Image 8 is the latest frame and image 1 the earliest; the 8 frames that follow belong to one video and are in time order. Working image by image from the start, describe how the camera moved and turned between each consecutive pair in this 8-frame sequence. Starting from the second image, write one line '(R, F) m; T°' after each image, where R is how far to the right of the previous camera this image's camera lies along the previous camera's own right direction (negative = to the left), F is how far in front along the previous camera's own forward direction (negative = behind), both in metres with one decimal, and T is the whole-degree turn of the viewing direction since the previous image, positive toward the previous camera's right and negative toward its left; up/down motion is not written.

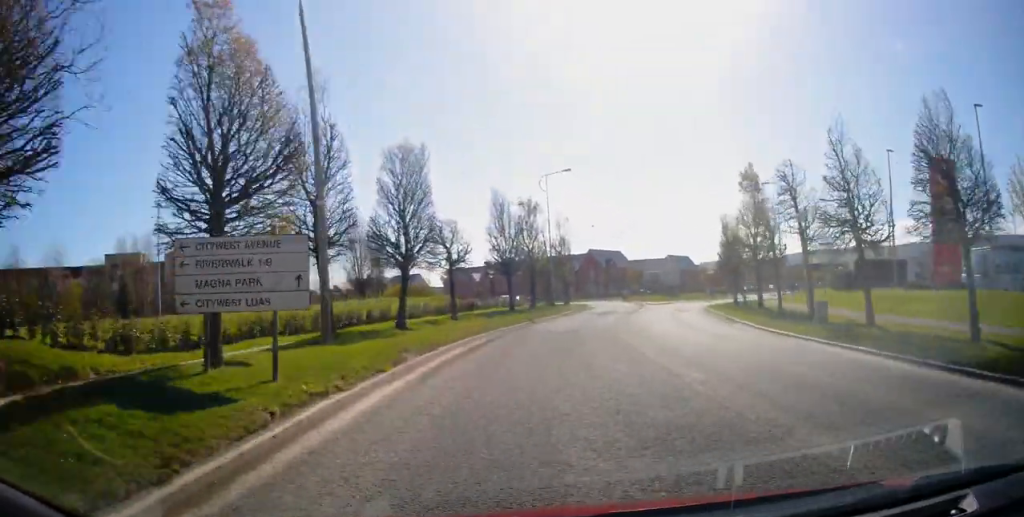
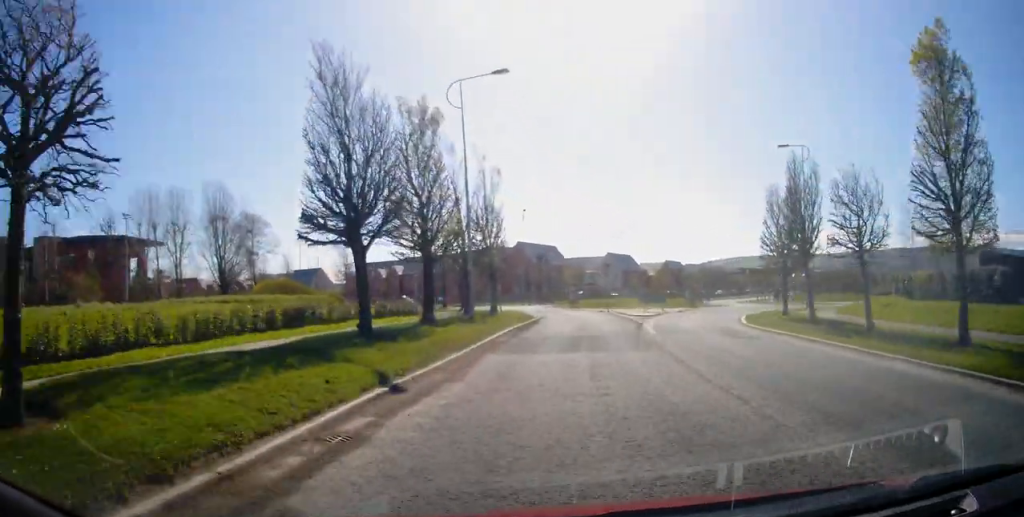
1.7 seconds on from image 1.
(+1.6, +19.7) m; +9°
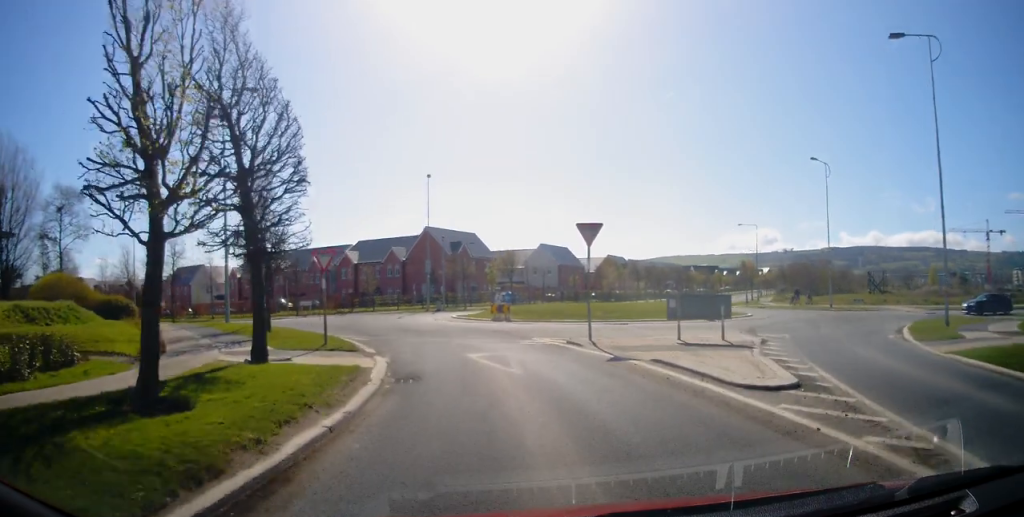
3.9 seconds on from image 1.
(+1.8, +21.7) m; +4°
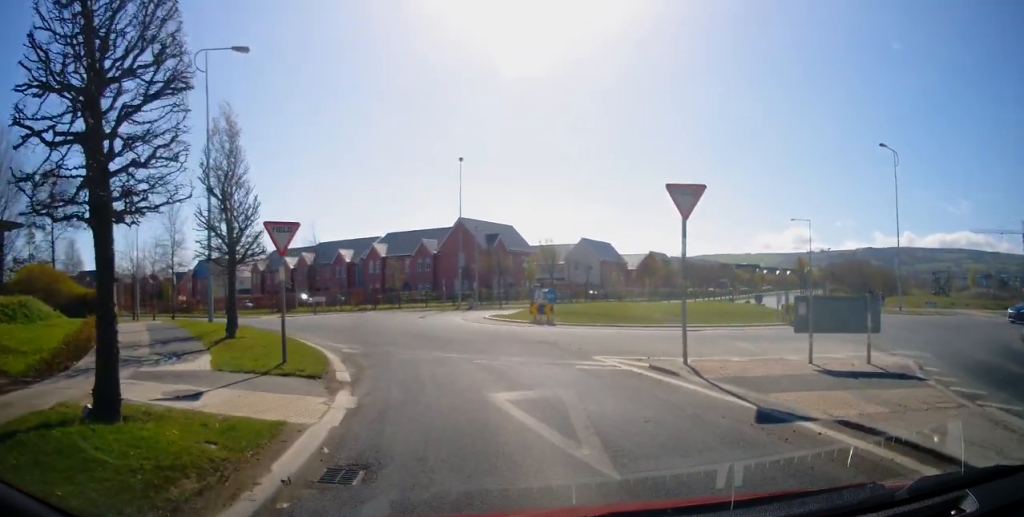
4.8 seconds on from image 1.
(-0.1, +5.5) m; -4°
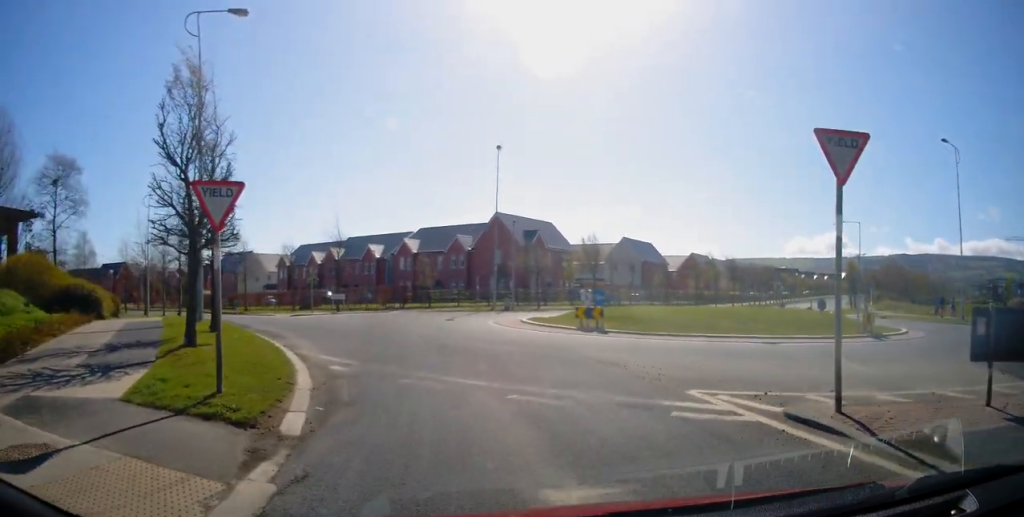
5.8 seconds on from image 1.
(-0.2, +4.2) m; 0°
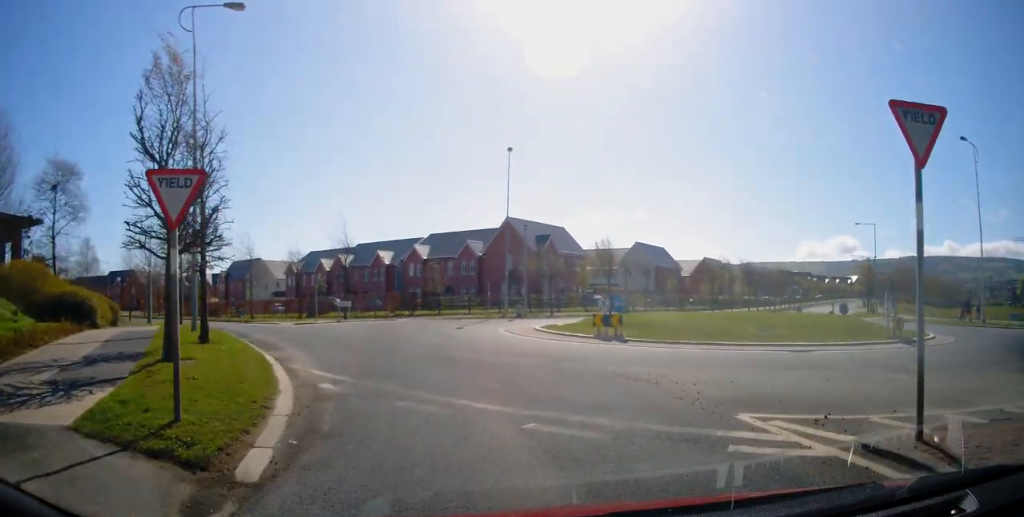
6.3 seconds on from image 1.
(0.0, +1.4) m; 0°
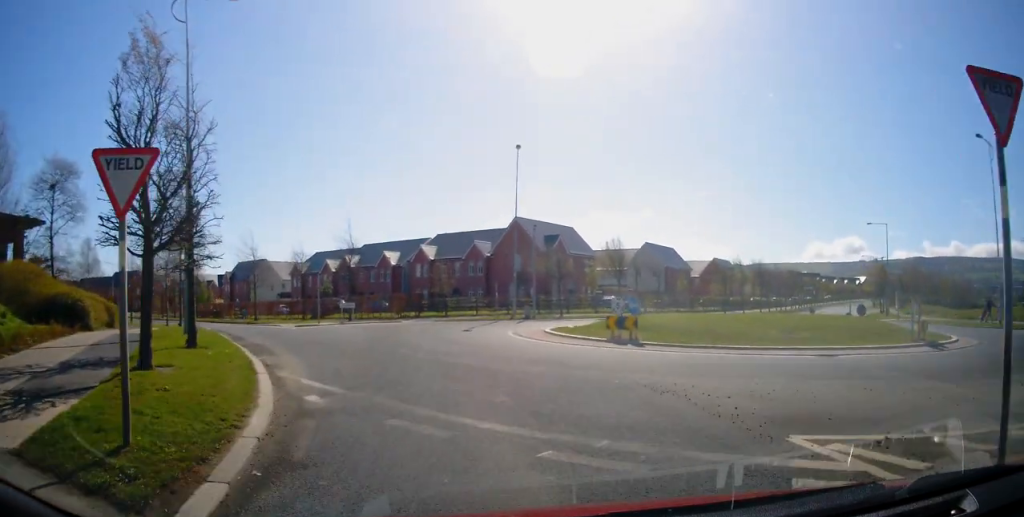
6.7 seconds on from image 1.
(+0.1, +0.9) m; -1°
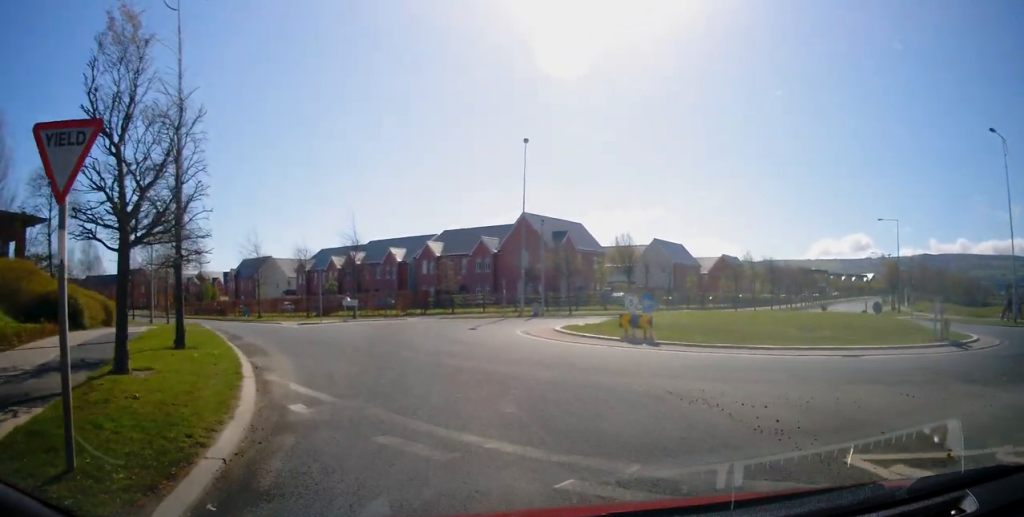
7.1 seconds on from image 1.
(+0.1, +1.1) m; -1°
